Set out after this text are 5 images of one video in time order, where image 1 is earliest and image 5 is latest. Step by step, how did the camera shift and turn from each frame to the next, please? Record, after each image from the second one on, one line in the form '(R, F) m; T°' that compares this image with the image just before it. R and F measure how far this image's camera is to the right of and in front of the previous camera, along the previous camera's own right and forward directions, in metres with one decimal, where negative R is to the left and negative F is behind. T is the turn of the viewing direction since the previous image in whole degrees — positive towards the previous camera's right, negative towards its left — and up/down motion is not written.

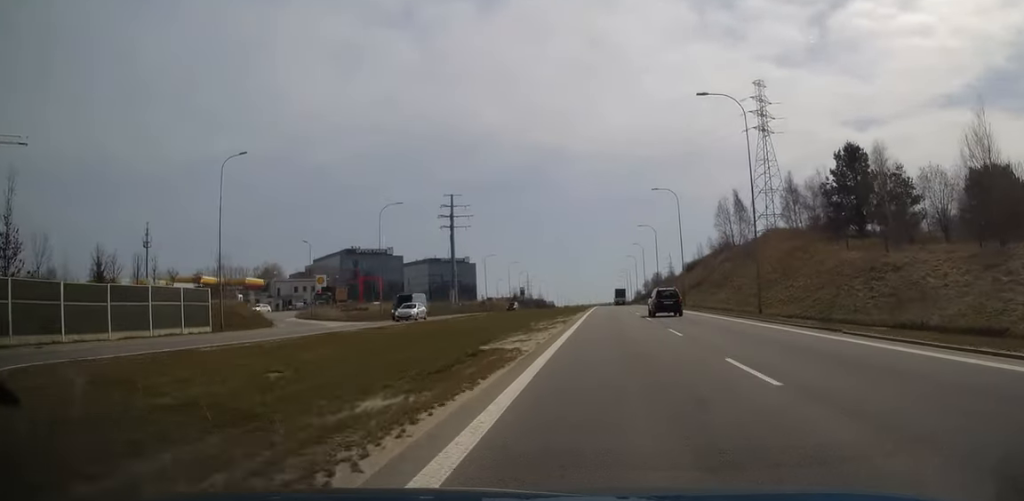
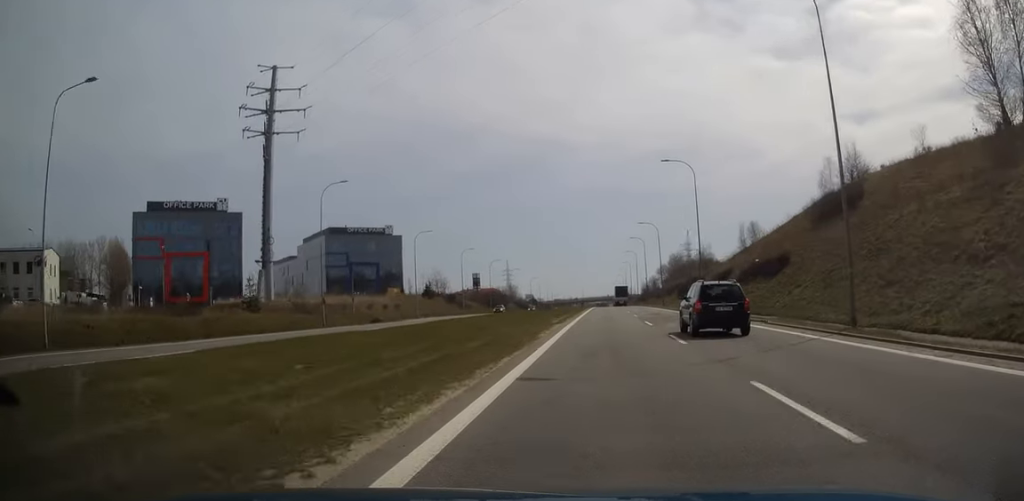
(+0.9, +111.0) m; +1°
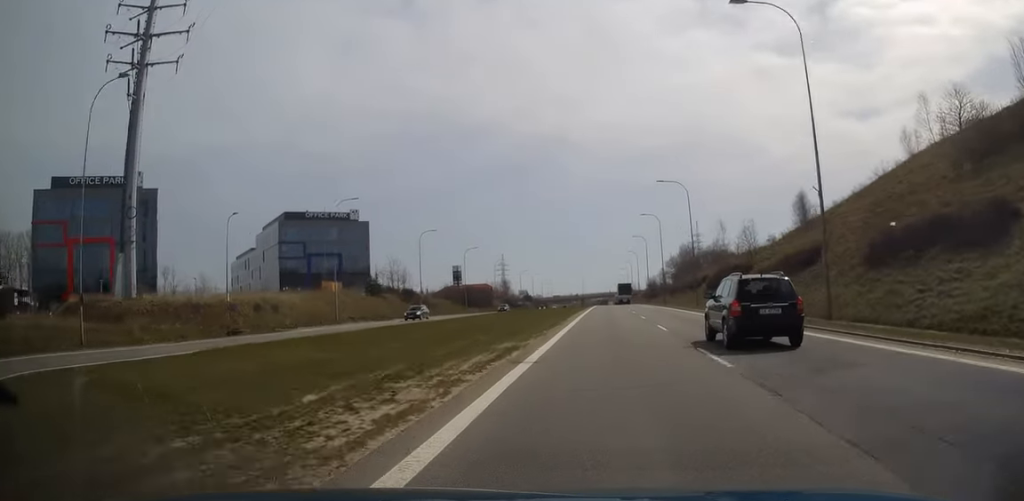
(-0.3, +29.8) m; 0°
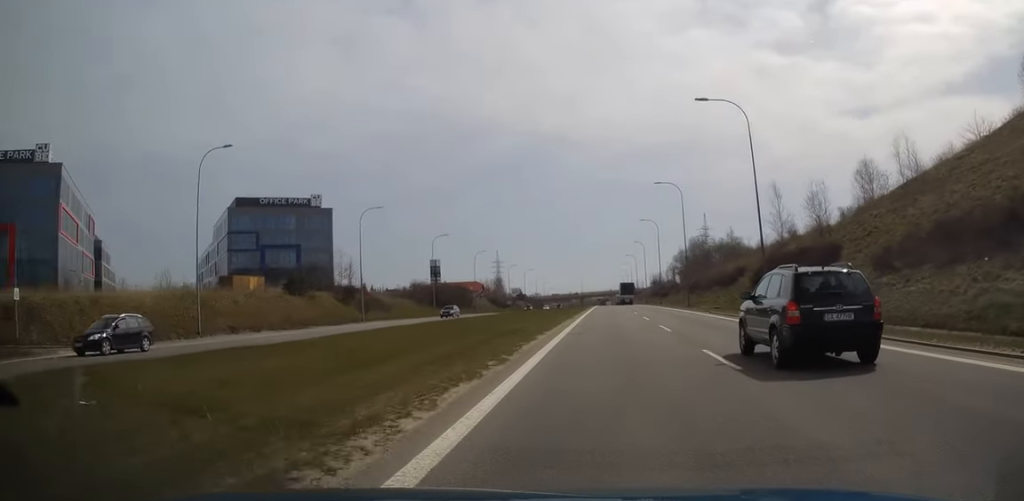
(+0.1, +24.3) m; 0°
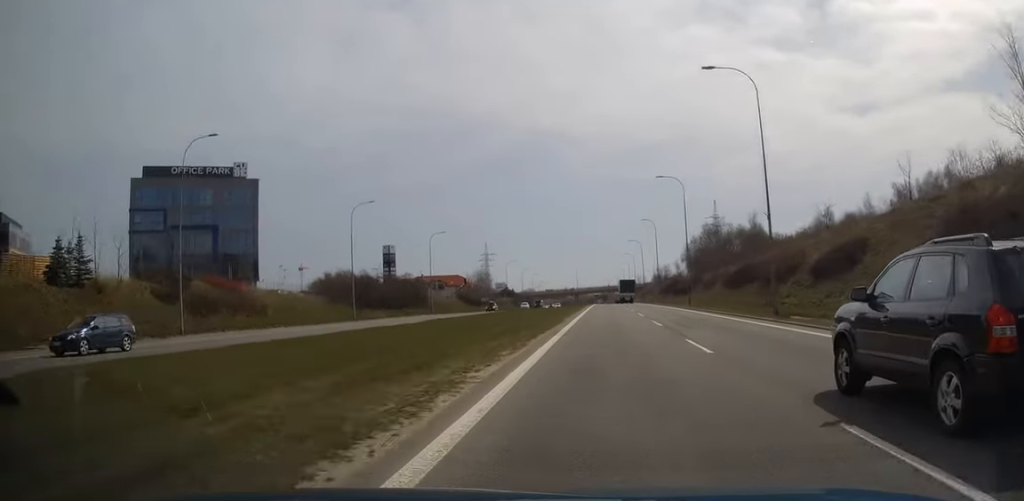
(-0.1, +32.9) m; 0°
